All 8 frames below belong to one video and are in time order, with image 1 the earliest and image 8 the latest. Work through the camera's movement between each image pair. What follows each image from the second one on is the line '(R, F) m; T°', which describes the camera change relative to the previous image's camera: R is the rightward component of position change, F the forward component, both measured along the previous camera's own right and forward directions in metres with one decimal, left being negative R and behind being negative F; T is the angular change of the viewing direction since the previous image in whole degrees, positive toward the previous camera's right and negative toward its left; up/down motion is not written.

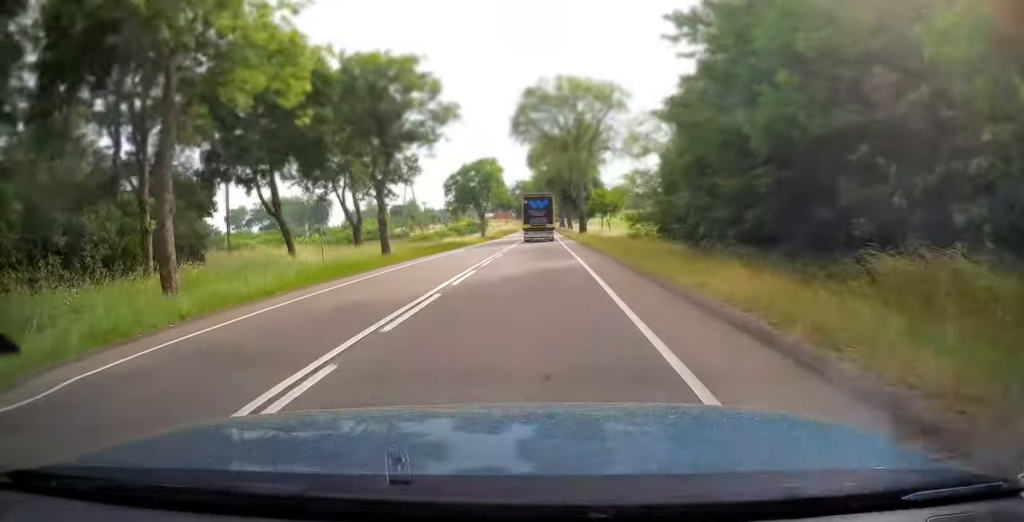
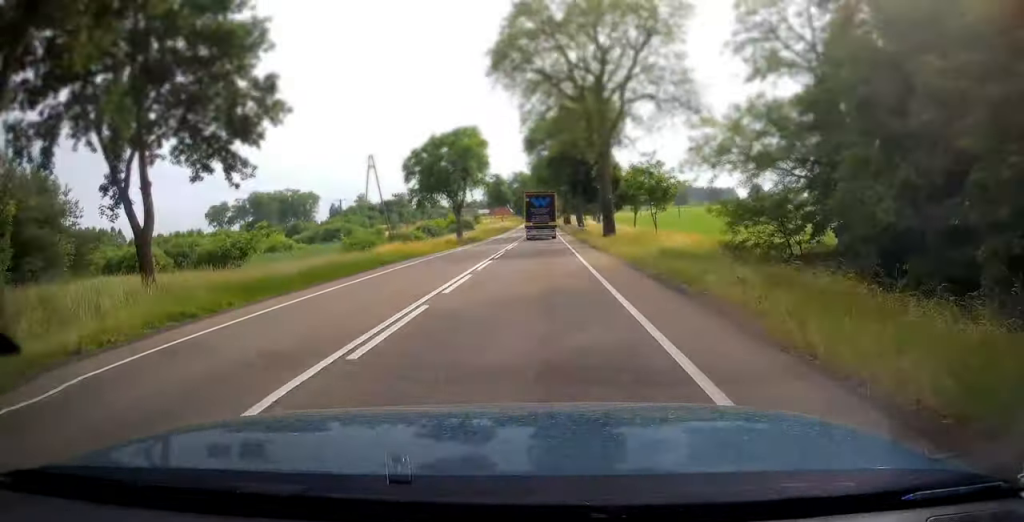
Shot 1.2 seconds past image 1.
(+0.2, +26.0) m; 0°
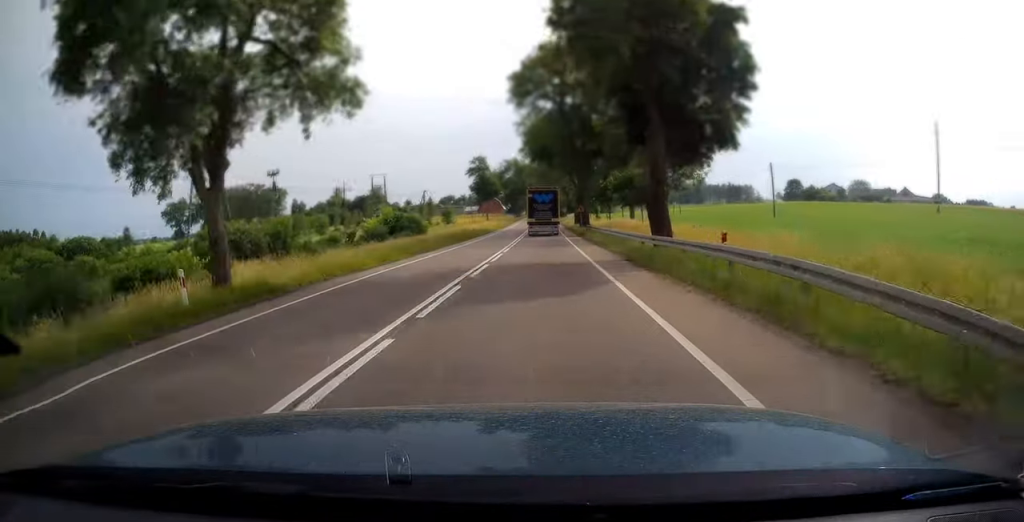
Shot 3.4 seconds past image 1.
(+0.1, +47.8) m; 0°
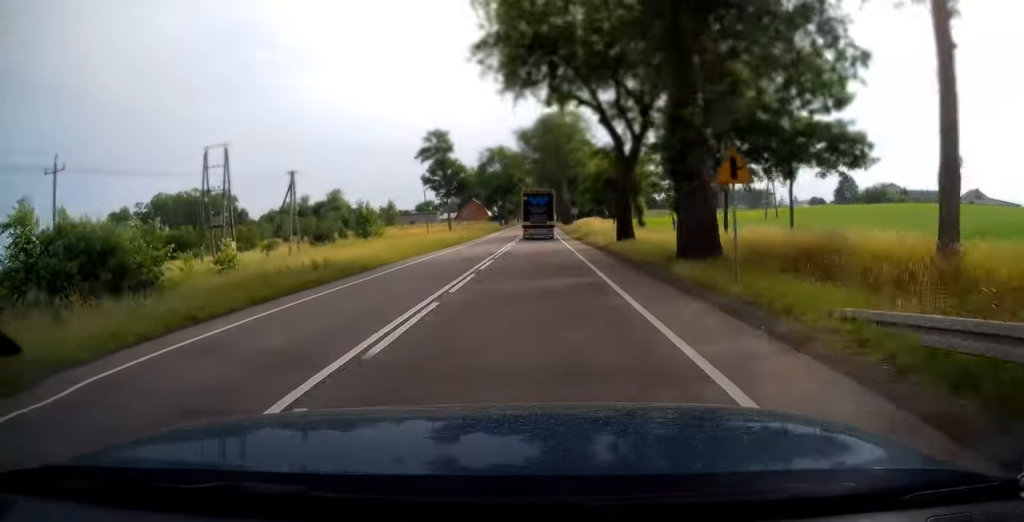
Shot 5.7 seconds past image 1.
(+0.1, +50.6) m; 0°
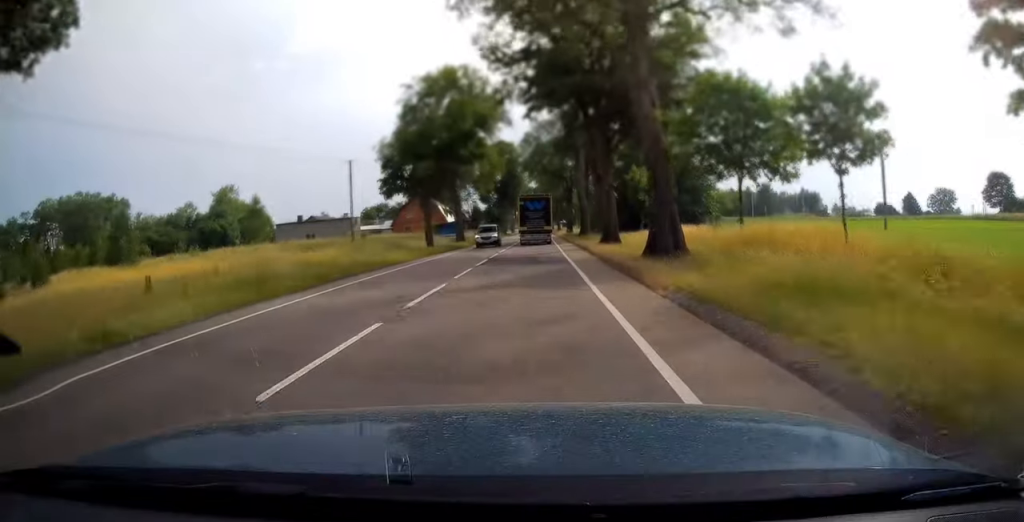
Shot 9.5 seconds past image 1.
(-0.3, +80.4) m; 0°
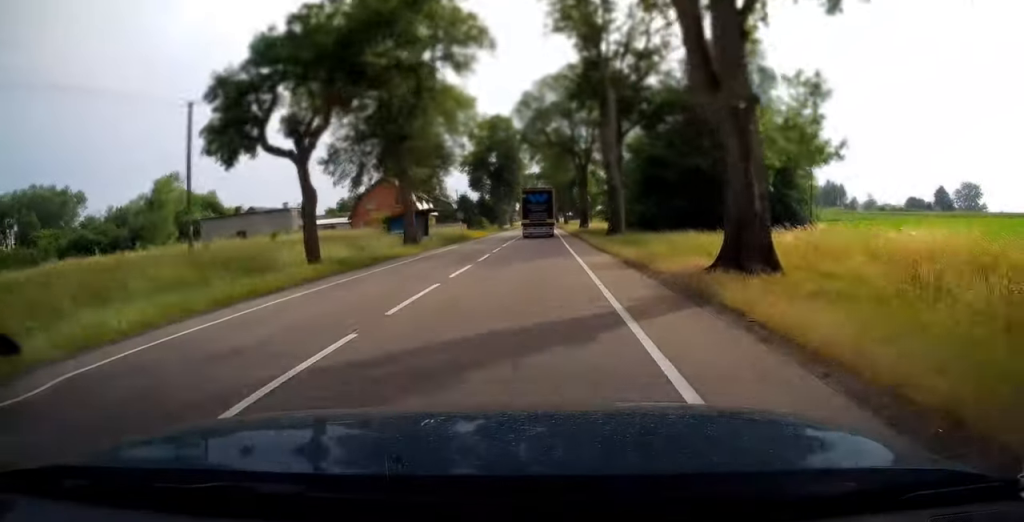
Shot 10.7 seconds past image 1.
(0.0, +25.7) m; 0°
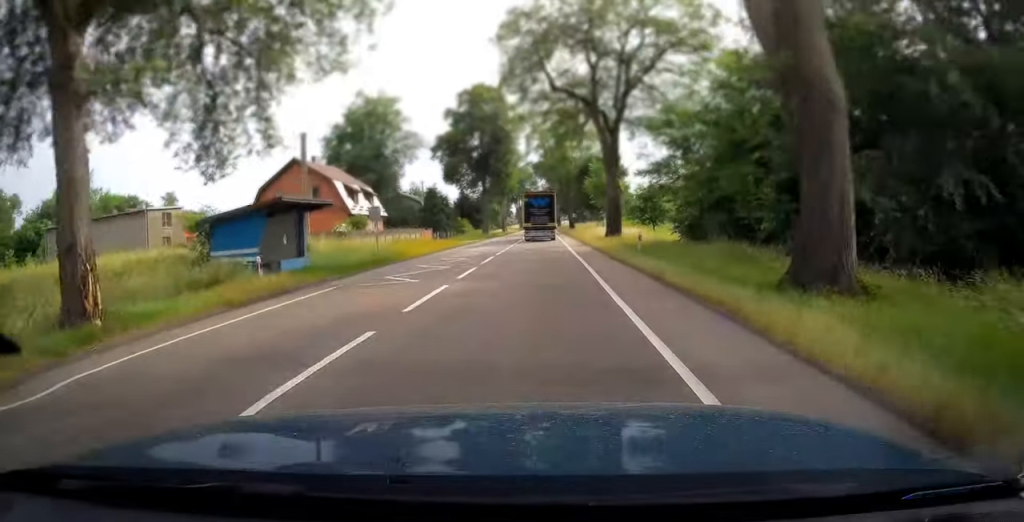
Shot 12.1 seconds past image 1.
(0.0, +30.0) m; 0°
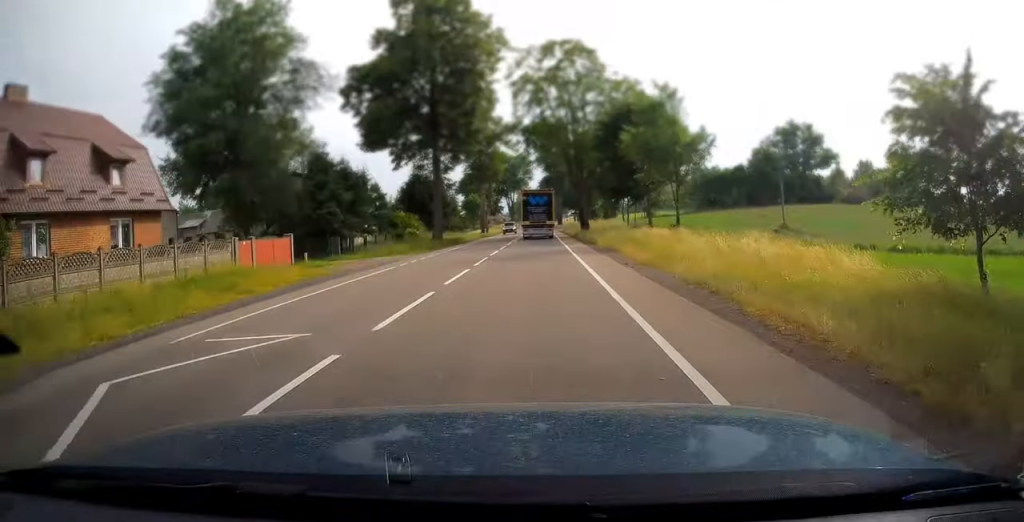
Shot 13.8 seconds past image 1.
(-0.2, +38.0) m; 0°
